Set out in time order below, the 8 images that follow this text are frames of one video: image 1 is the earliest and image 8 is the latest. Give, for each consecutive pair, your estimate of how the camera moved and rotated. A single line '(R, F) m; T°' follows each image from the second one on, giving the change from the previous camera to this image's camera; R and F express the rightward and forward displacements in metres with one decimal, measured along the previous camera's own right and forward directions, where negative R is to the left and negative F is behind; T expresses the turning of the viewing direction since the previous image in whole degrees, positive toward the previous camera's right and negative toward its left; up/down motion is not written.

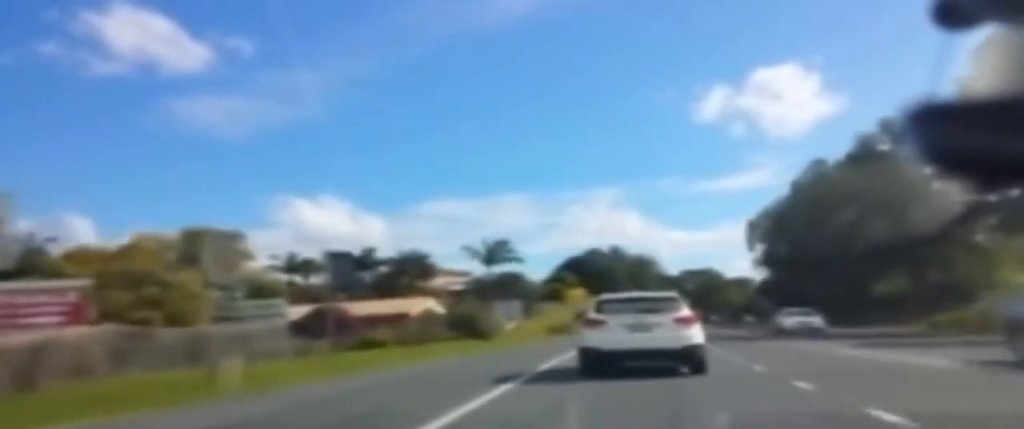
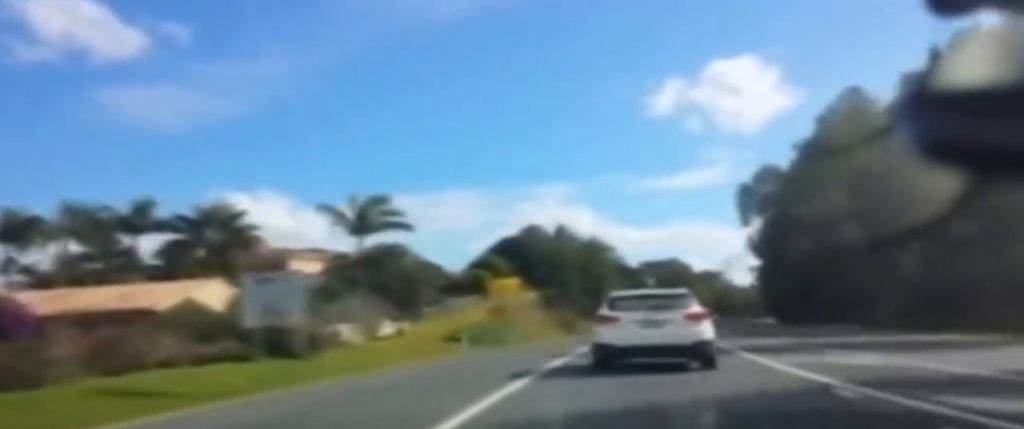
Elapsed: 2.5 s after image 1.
(0.0, +31.9) m; +1°
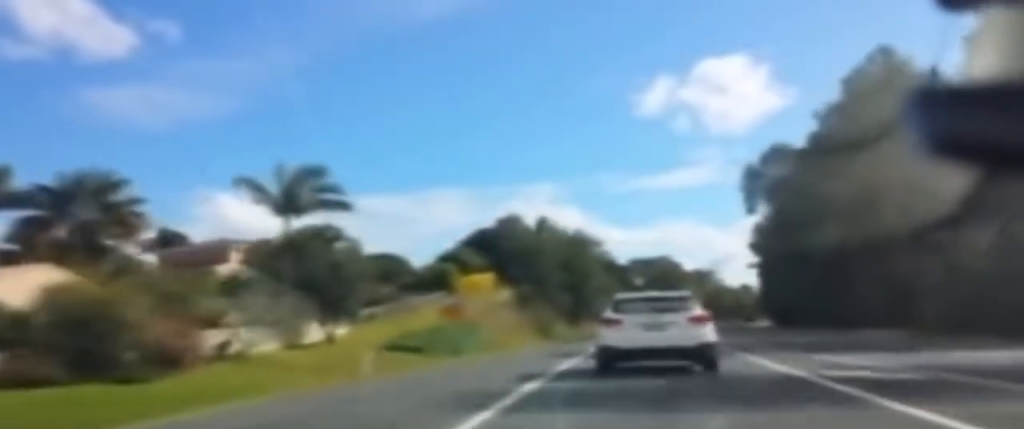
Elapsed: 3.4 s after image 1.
(0.0, +11.7) m; 0°
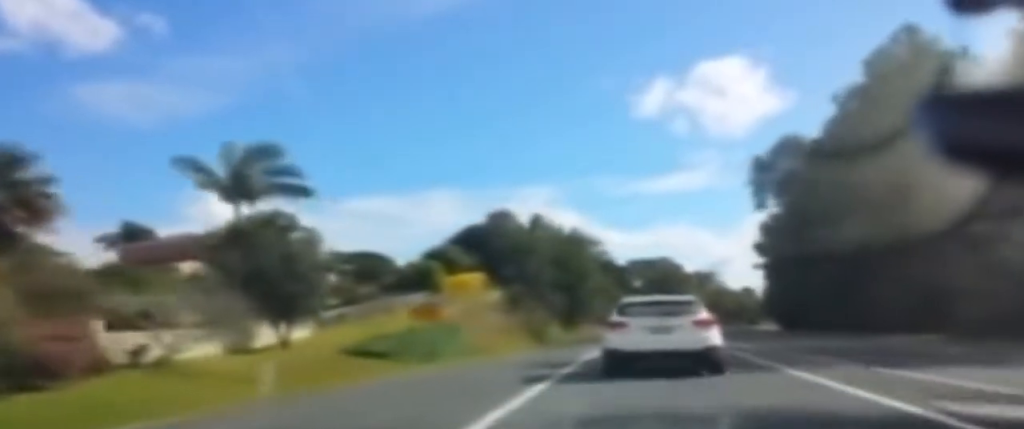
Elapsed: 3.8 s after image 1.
(-0.1, +5.7) m; 0°
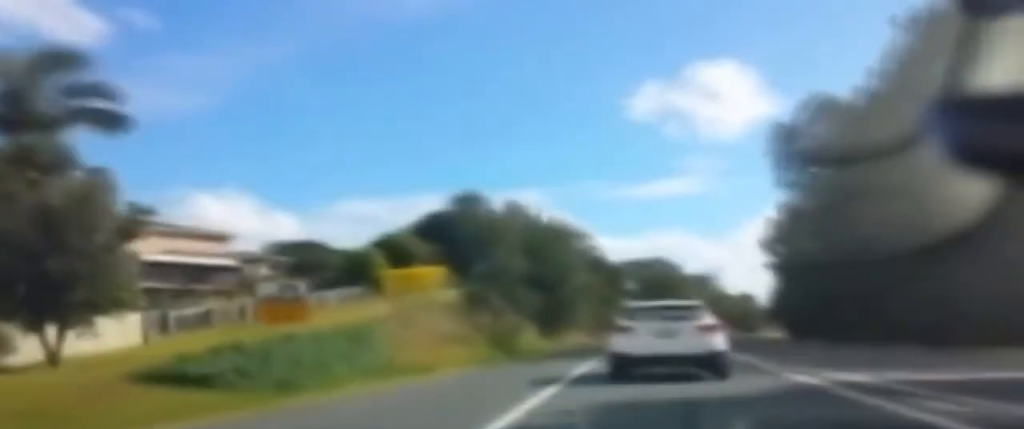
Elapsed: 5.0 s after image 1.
(+0.3, +15.5) m; +4°
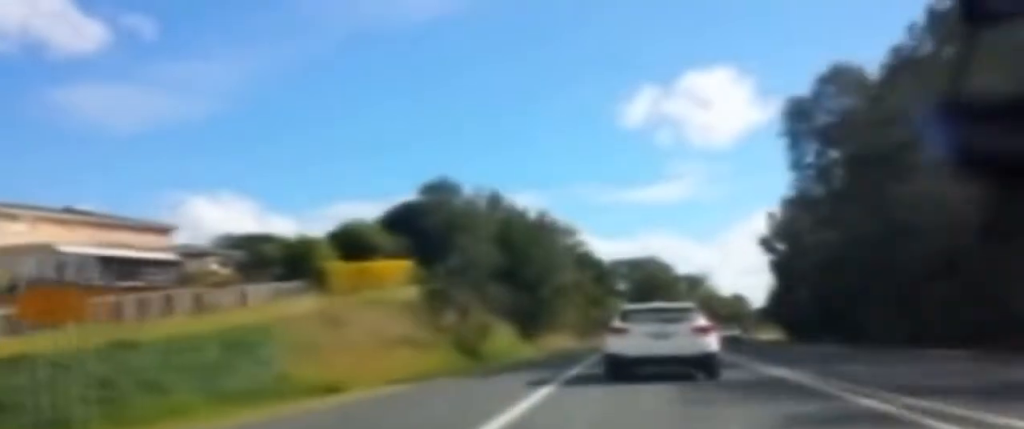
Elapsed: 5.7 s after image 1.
(+0.4, +9.3) m; 0°
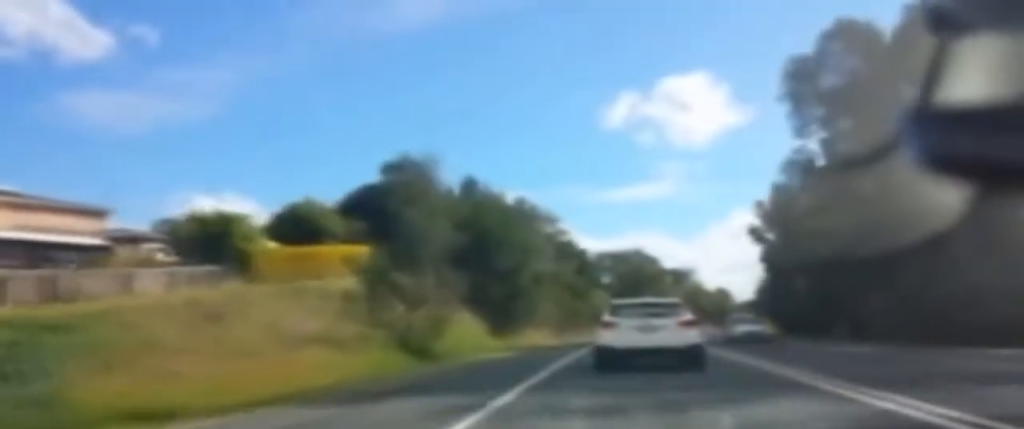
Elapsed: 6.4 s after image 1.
(-0.1, +9.3) m; 0°
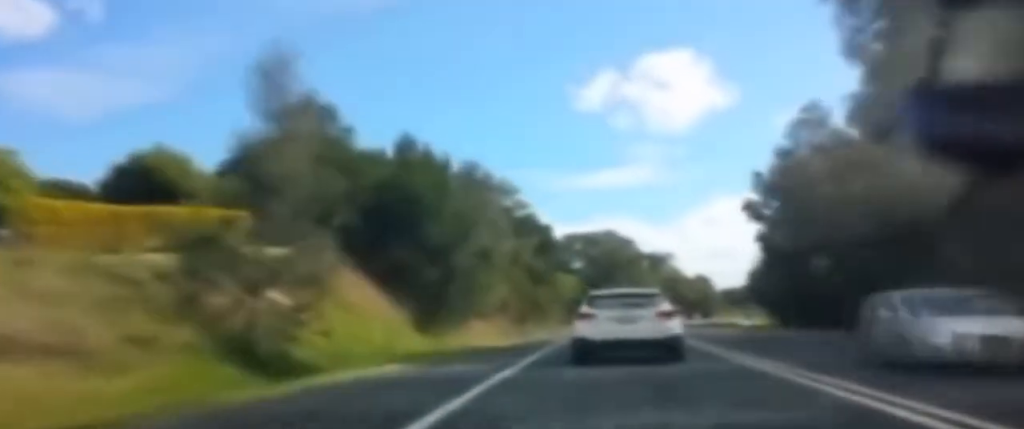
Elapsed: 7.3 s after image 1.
(-0.1, +12.5) m; +2°
